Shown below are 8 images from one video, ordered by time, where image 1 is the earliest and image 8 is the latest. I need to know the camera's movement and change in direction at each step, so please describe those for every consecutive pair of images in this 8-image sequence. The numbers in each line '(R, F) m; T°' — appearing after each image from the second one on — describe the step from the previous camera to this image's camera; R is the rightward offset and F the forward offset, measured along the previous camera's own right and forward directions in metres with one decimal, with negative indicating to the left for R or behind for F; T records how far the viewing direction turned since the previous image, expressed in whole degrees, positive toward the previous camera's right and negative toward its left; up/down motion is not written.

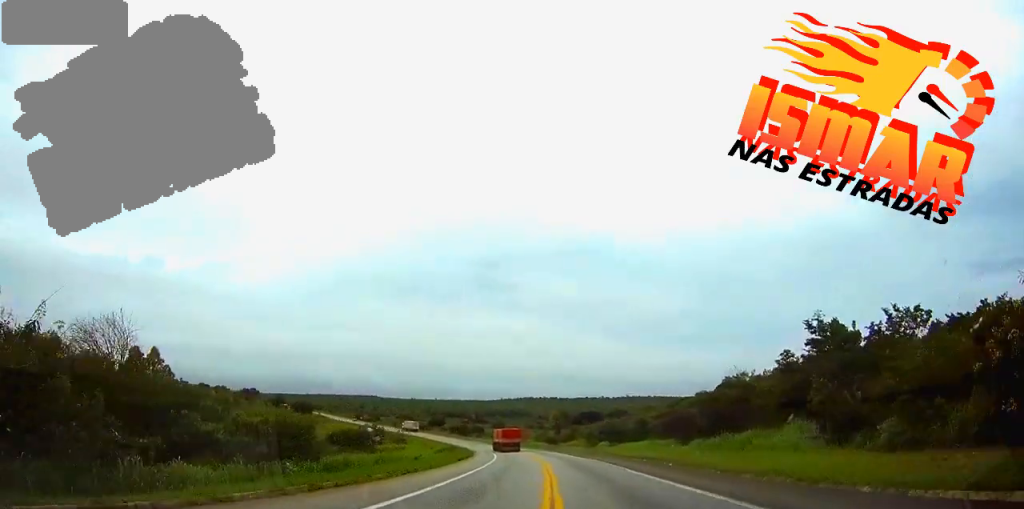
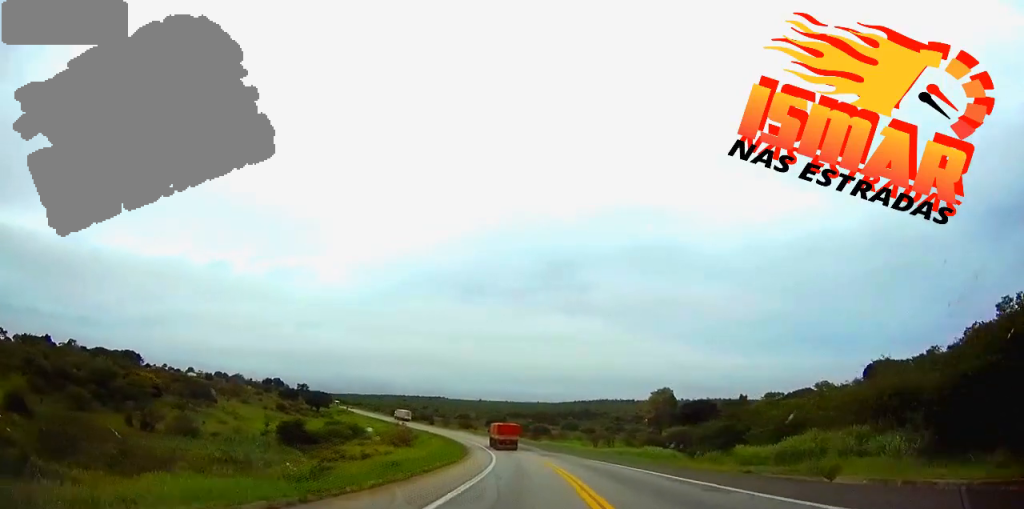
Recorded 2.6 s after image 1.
(-4.2, +83.7) m; -6°
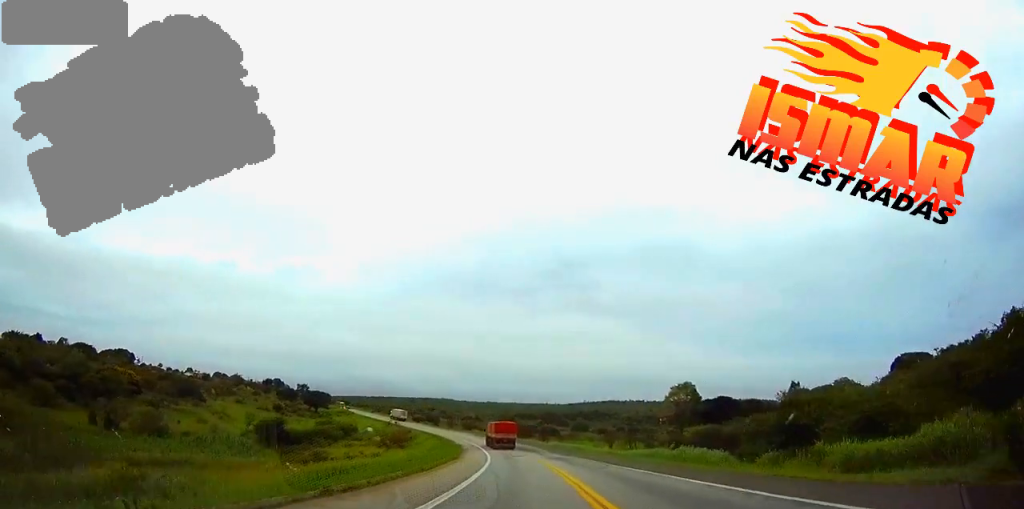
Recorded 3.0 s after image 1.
(-0.1, +13.3) m; -1°
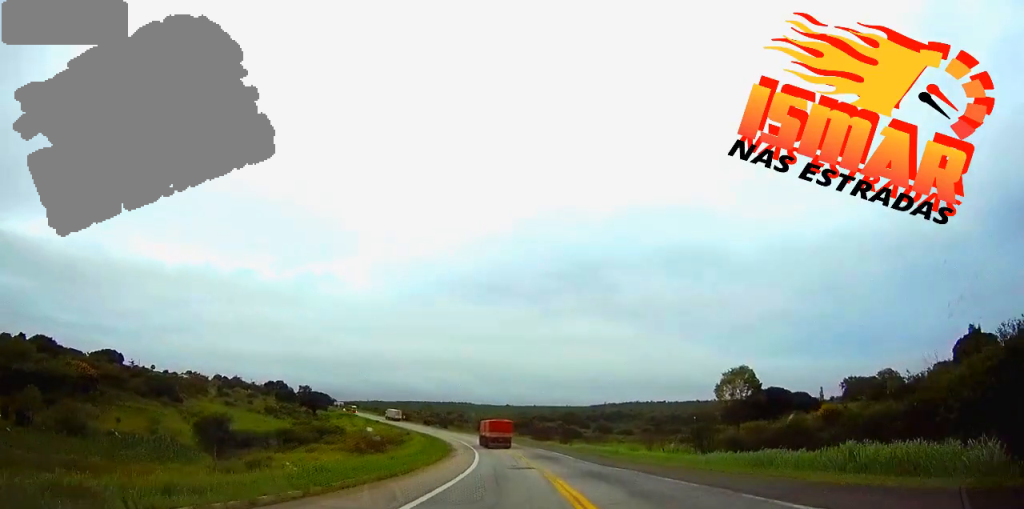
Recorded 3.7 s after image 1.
(-0.4, +25.7) m; -2°
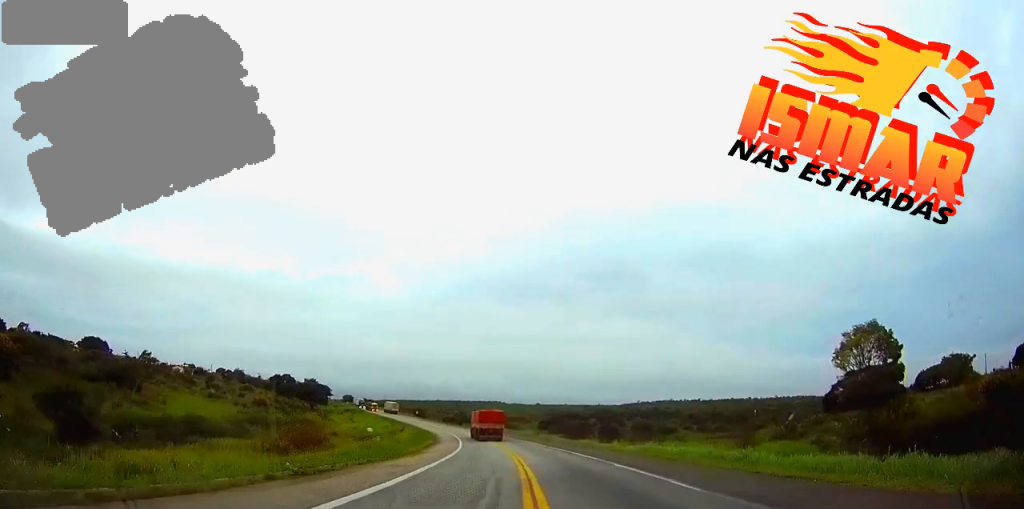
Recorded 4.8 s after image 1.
(-1.1, +34.7) m; -3°
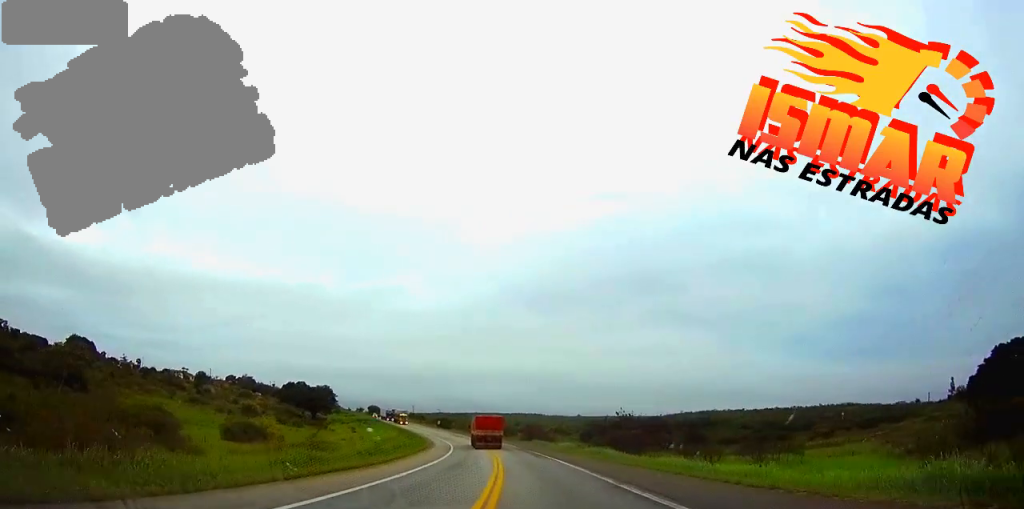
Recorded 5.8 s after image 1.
(-0.5, +34.6) m; -2°
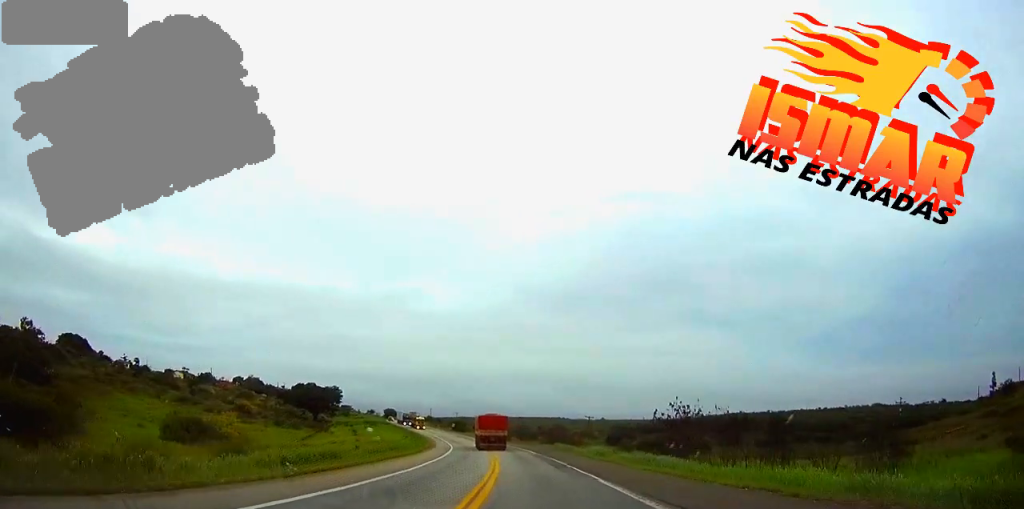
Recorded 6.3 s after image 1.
(0.0, +17.7) m; -2°
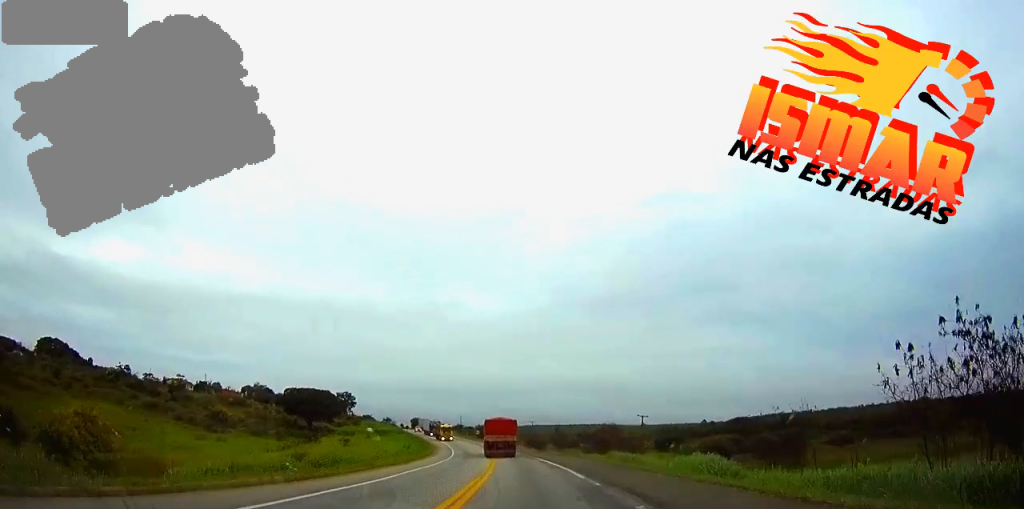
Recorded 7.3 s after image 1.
(-1.2, +30.8) m; -4°
